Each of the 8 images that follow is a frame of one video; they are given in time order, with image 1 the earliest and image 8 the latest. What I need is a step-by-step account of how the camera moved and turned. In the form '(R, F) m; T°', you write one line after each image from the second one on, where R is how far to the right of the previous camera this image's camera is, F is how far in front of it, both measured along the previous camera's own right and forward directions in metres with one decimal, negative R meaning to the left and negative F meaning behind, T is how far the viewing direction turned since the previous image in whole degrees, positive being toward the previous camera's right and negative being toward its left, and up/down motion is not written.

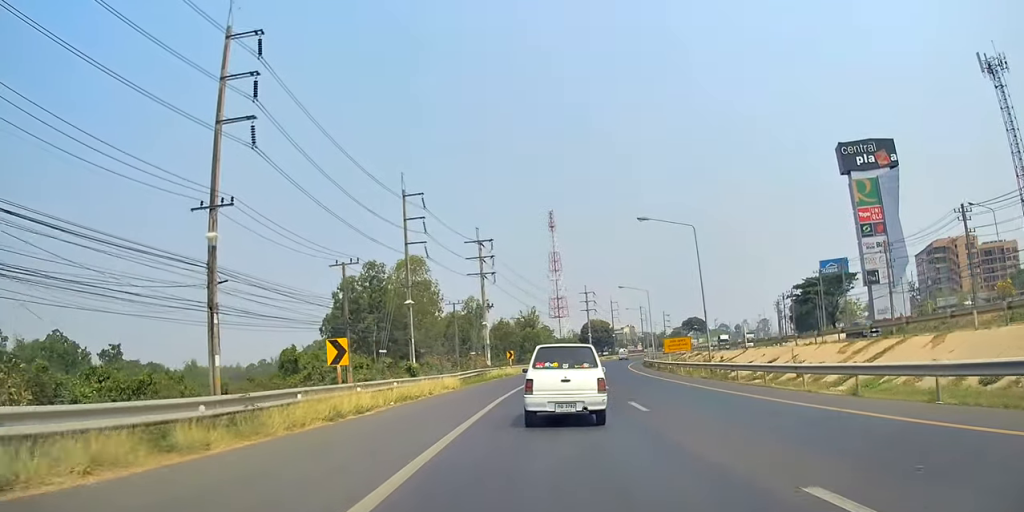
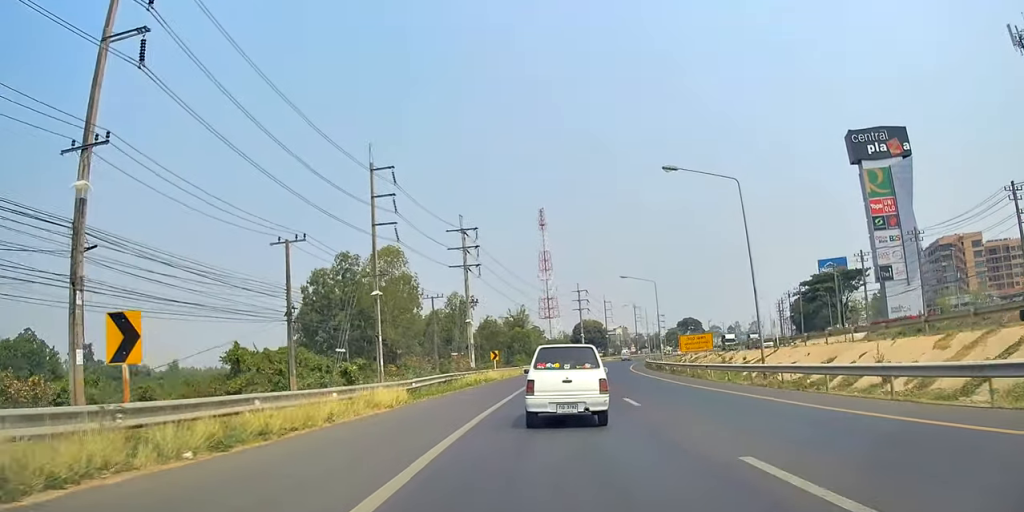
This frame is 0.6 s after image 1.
(+0.5, +10.0) m; 0°
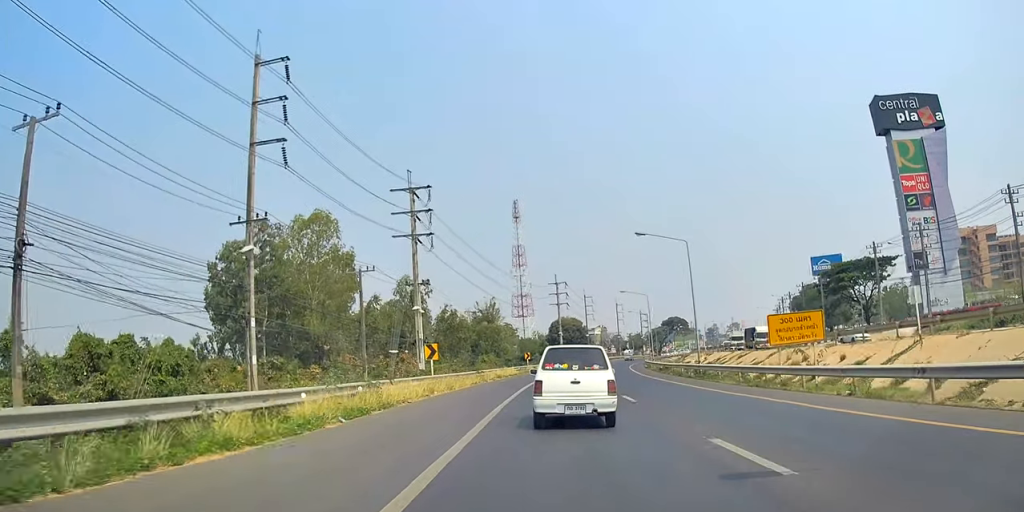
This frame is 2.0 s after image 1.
(-0.4, +21.9) m; +3°
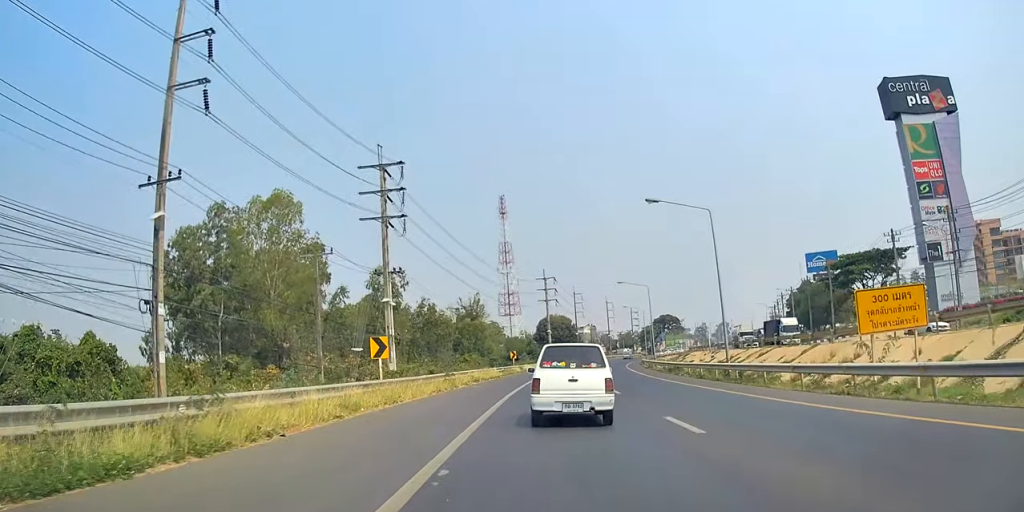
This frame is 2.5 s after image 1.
(+0.8, +8.8) m; +2°
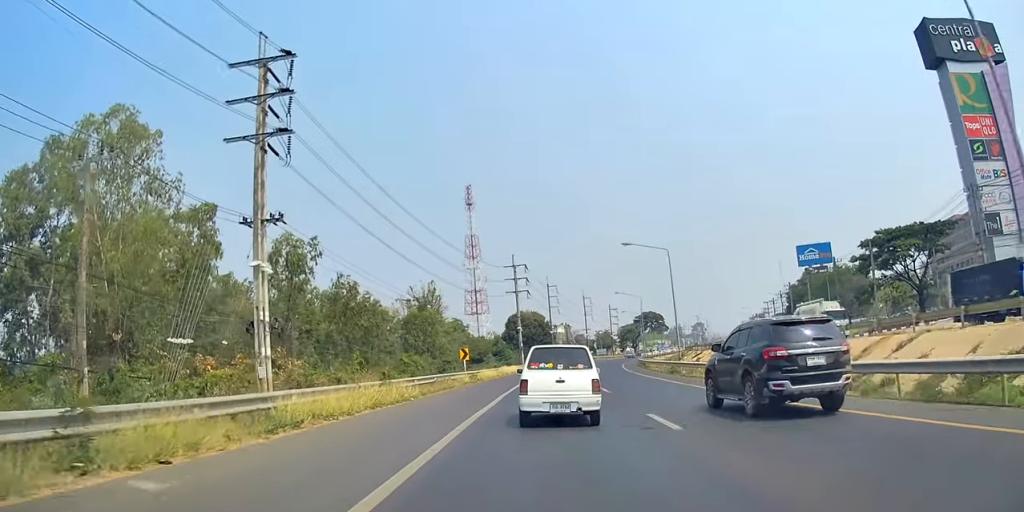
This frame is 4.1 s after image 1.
(+0.2, +24.3) m; +1°
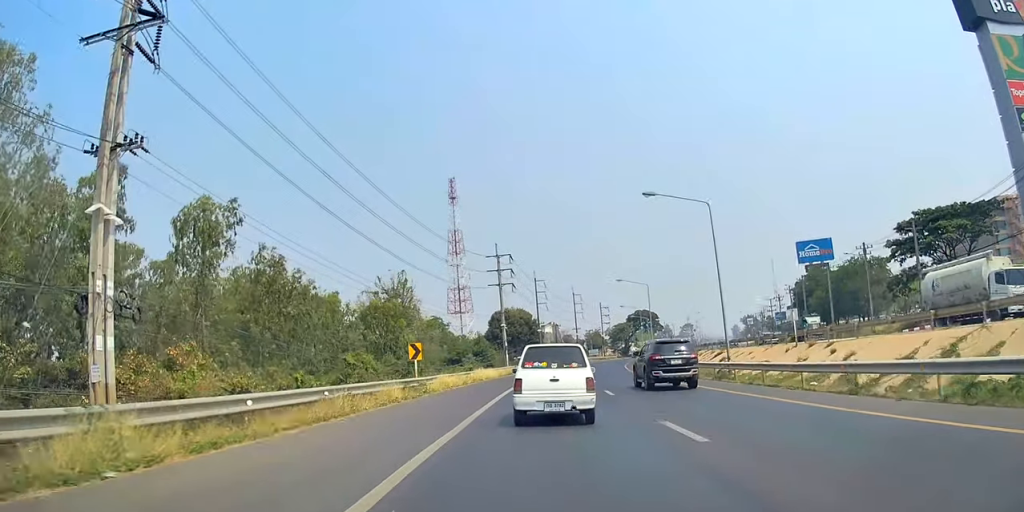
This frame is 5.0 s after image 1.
(+0.7, +14.1) m; 0°
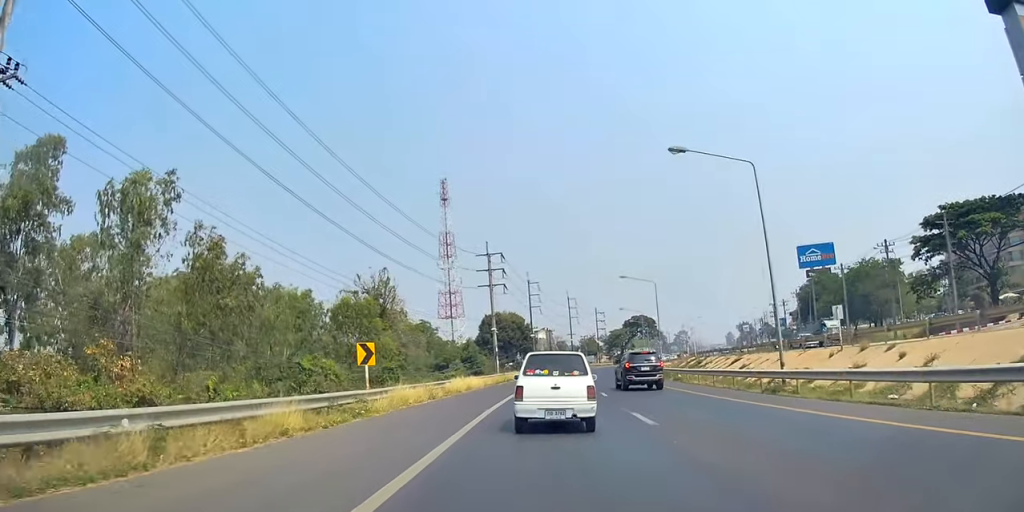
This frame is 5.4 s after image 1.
(-0.2, +7.7) m; 0°
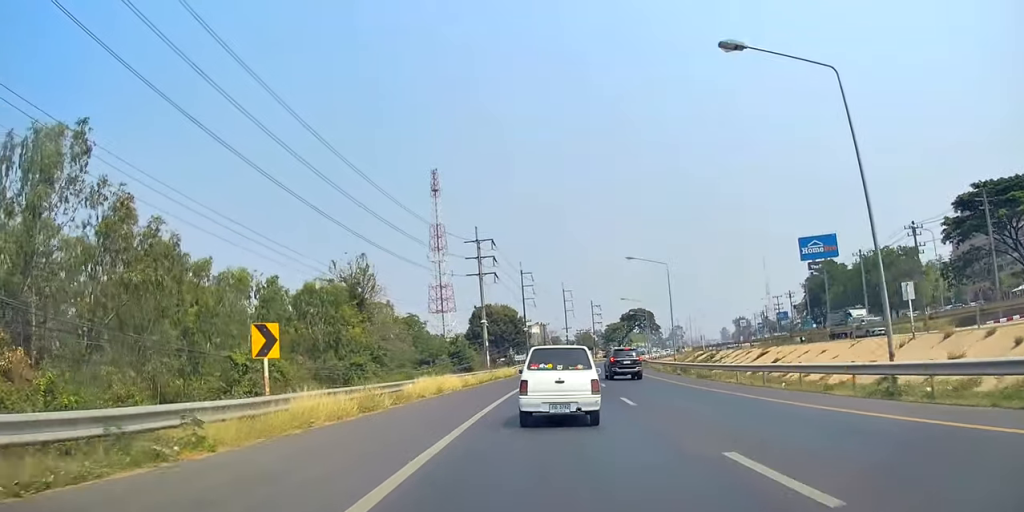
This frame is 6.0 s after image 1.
(-0.4, +8.7) m; 0°
